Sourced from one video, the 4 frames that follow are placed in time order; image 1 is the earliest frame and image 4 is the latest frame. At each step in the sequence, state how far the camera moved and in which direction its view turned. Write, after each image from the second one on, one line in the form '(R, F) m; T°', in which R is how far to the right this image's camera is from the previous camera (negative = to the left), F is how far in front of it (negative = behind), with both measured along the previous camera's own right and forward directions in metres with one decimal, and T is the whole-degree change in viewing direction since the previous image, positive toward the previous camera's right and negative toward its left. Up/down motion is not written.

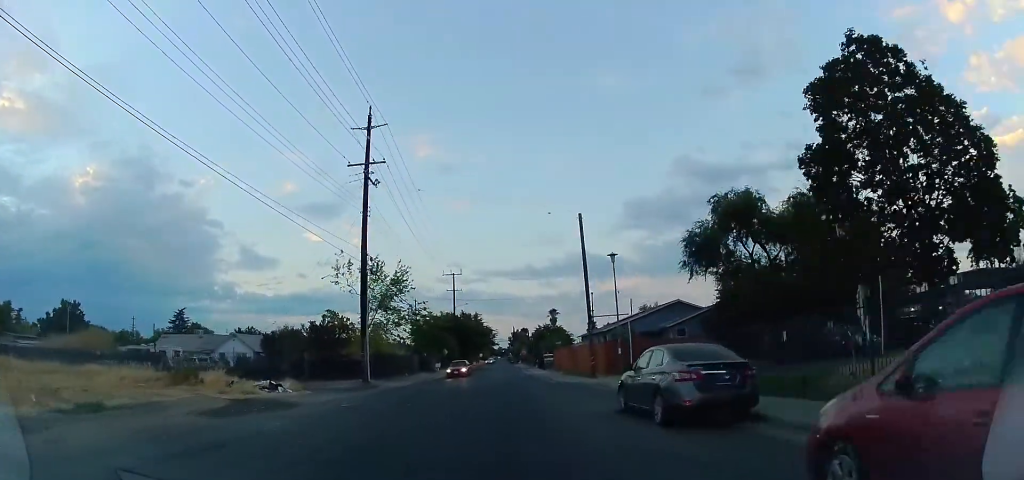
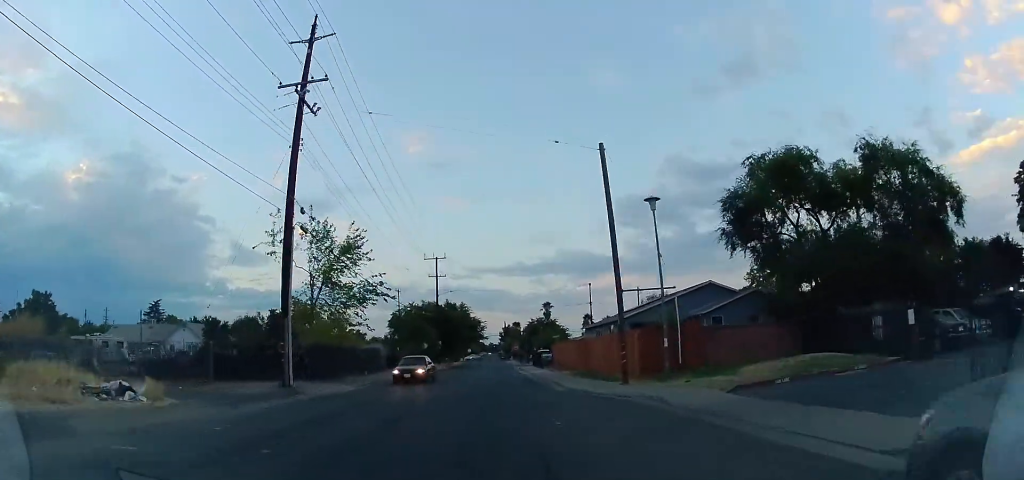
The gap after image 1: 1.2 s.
(+0.3, +10.0) m; 0°
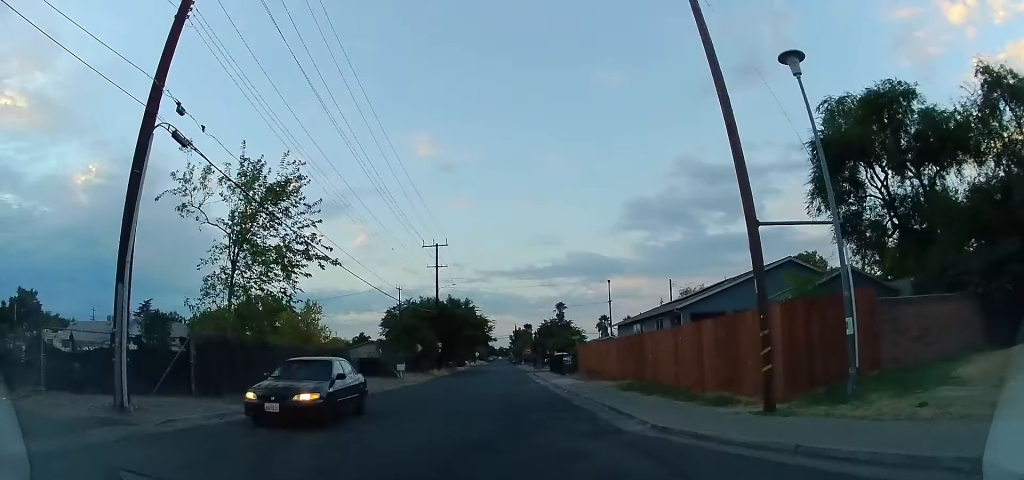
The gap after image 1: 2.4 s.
(-0.4, +10.5) m; -2°
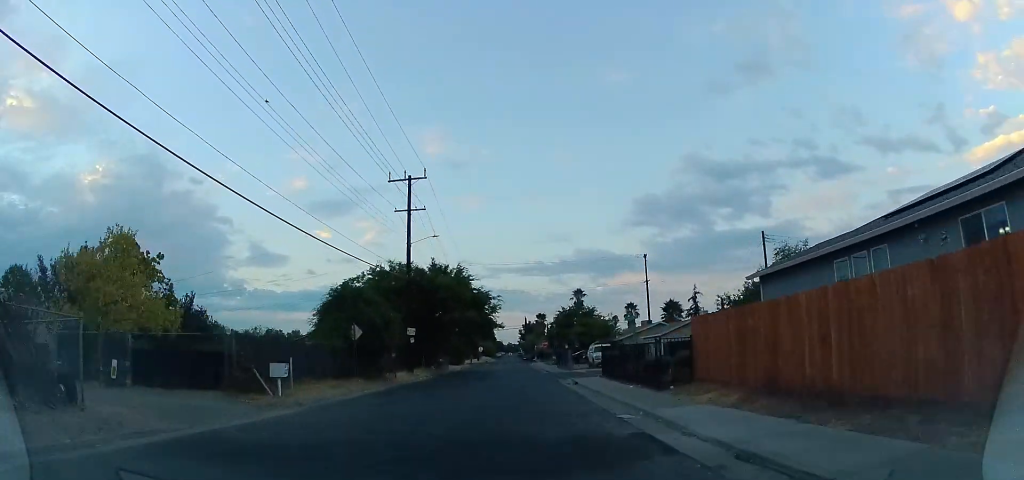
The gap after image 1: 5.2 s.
(0.0, +23.3) m; 0°
